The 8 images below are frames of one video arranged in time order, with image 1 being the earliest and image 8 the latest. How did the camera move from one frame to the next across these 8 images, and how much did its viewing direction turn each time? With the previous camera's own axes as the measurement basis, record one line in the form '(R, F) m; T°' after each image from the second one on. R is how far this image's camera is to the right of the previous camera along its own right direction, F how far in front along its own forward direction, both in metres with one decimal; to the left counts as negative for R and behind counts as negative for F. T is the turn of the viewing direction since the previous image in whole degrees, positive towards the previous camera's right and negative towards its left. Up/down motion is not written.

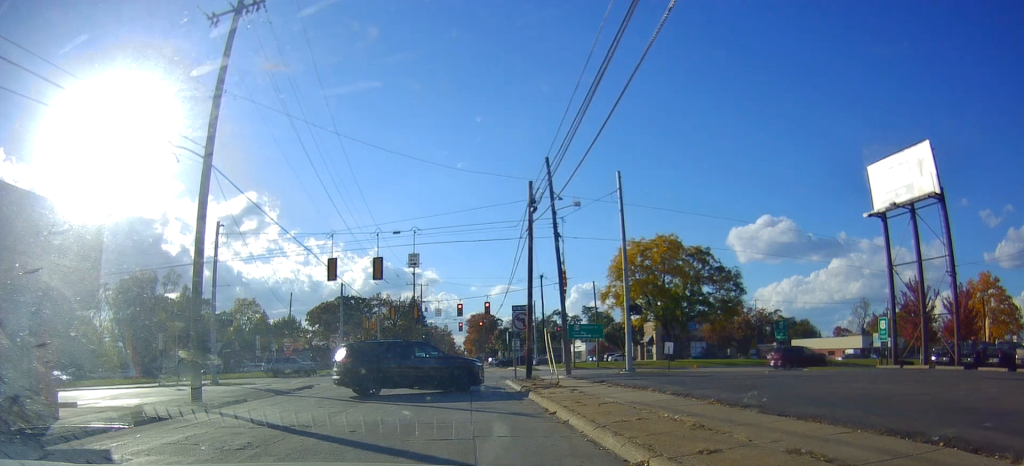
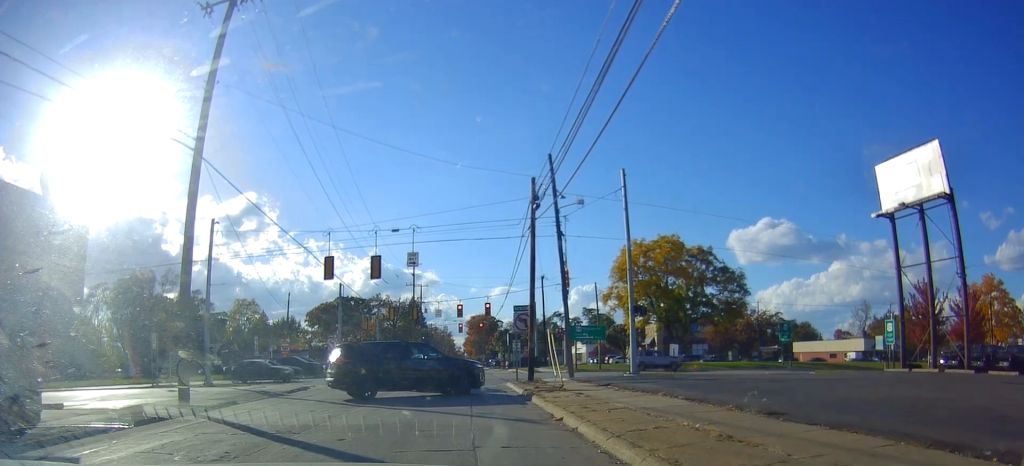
(-0.1, +0.5) m; 0°
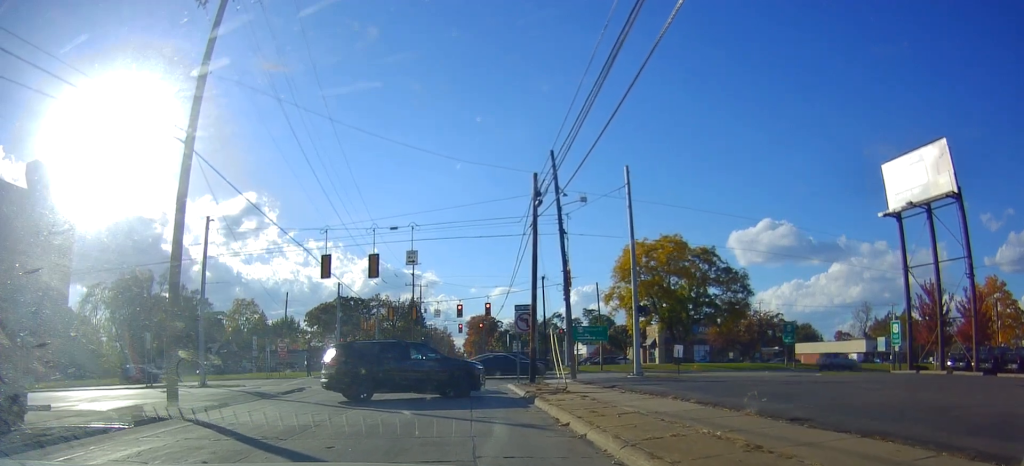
(-0.1, +0.3) m; 0°
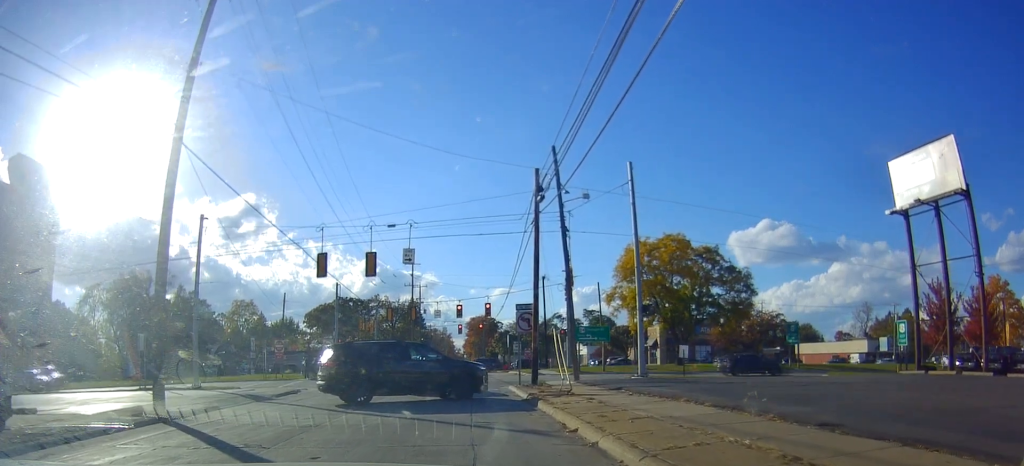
(-0.1, +0.3) m; 0°
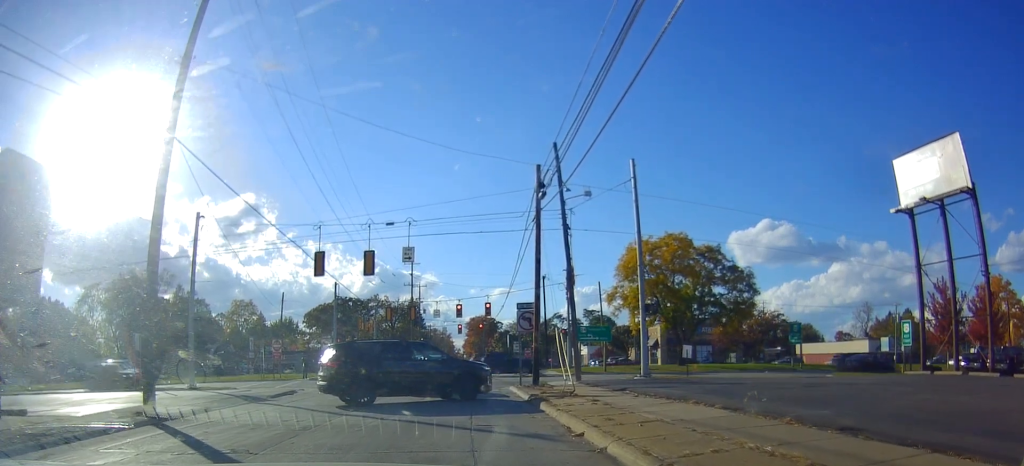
(-0.1, +0.2) m; 0°
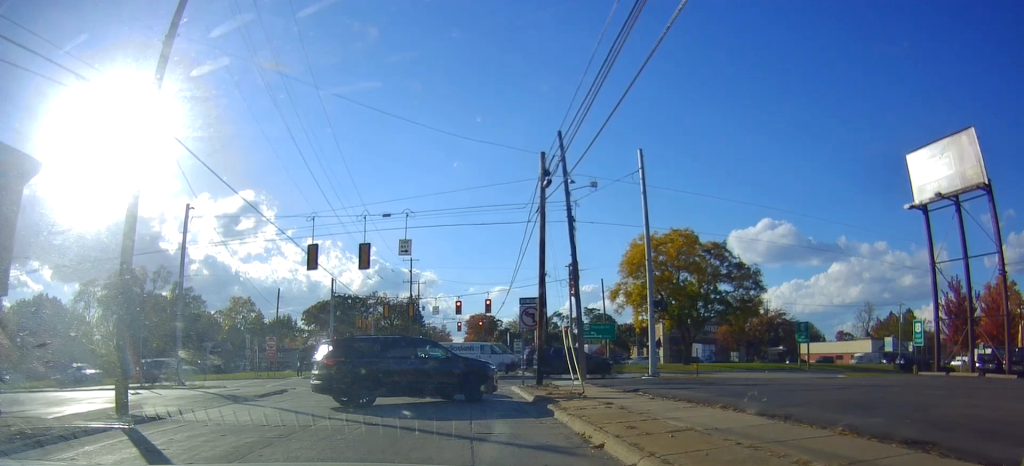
(-0.2, +0.7) m; 0°
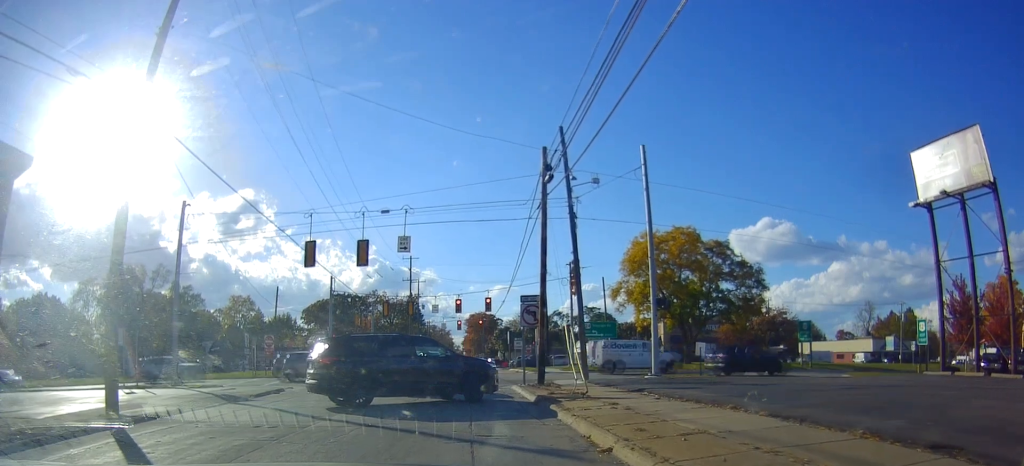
(-0.1, +0.3) m; 0°
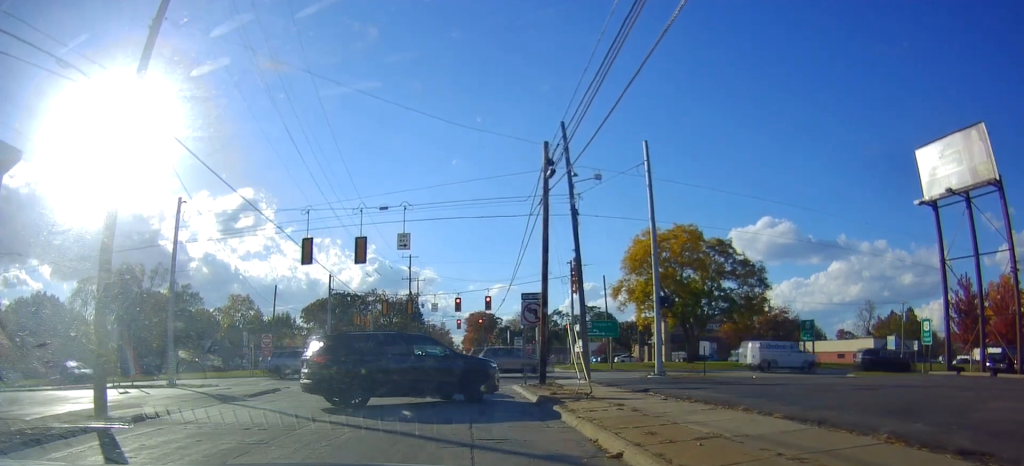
(-0.1, +0.6) m; 0°
